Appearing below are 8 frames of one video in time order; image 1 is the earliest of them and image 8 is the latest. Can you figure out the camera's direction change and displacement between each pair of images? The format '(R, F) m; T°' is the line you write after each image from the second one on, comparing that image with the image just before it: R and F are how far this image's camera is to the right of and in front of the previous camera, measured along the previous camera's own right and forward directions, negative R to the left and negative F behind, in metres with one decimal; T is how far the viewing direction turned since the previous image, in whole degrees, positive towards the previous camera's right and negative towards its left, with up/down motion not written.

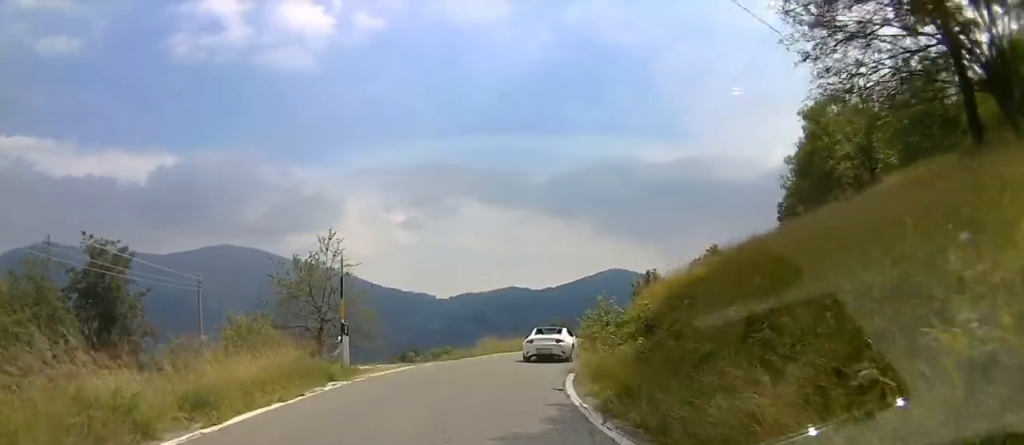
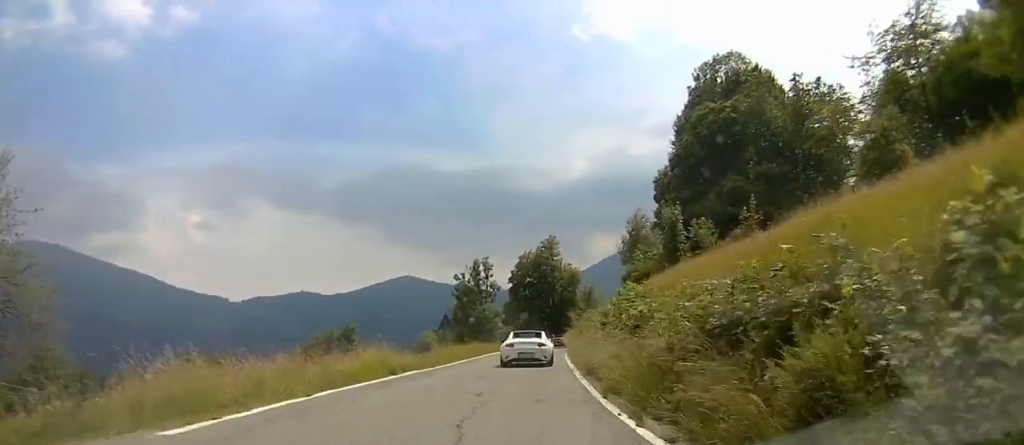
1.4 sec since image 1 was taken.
(+3.4, +18.4) m; +19°
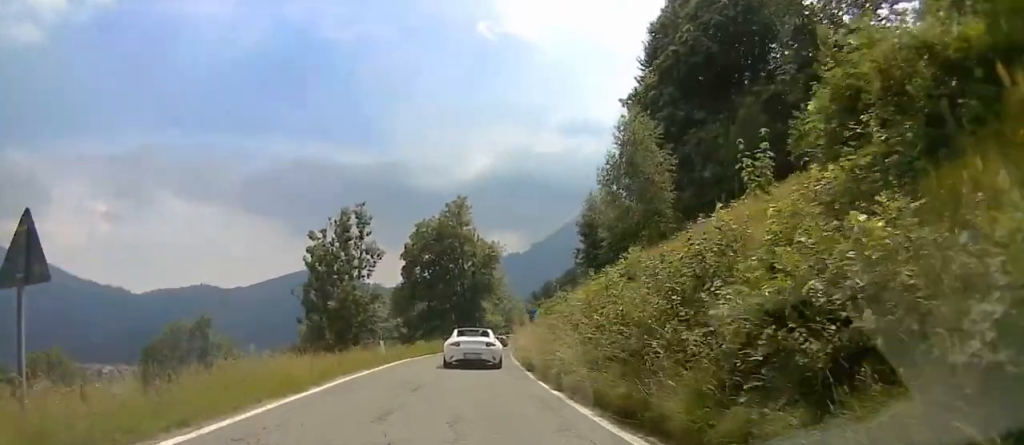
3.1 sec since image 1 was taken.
(+2.3, +24.1) m; +5°
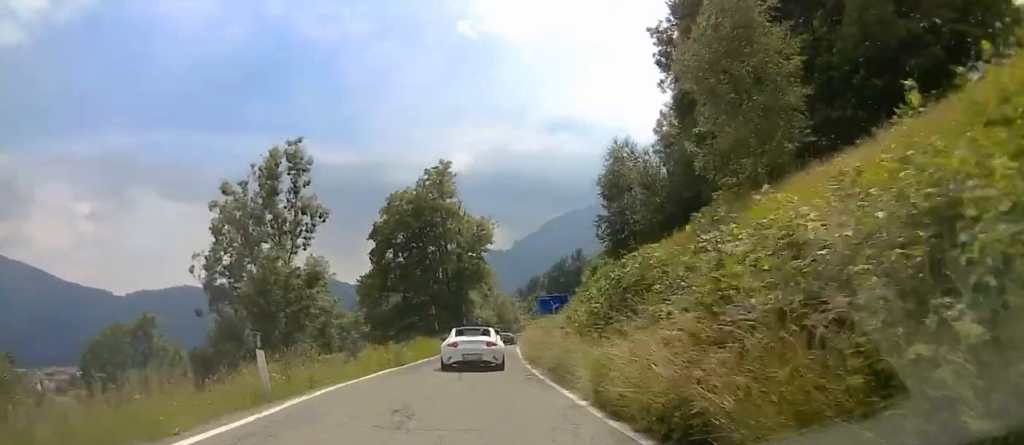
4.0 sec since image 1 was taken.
(0.0, +13.2) m; 0°
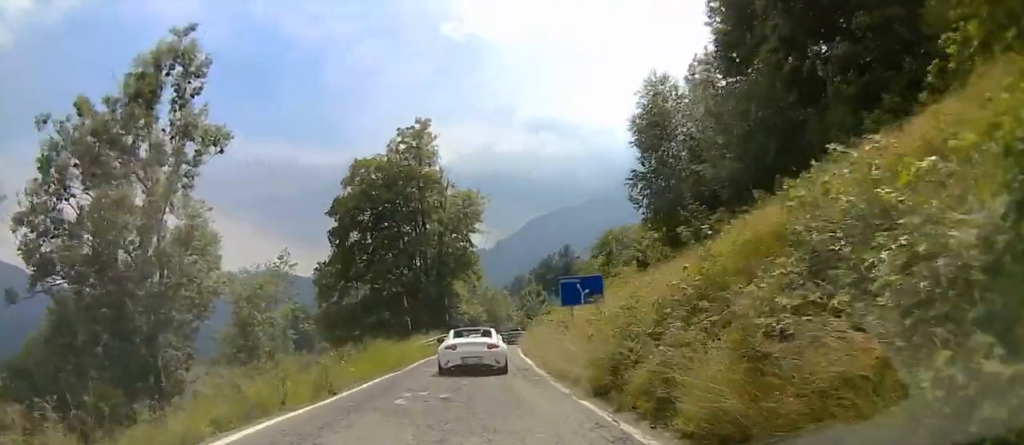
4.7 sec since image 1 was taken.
(0.0, +10.6) m; 0°
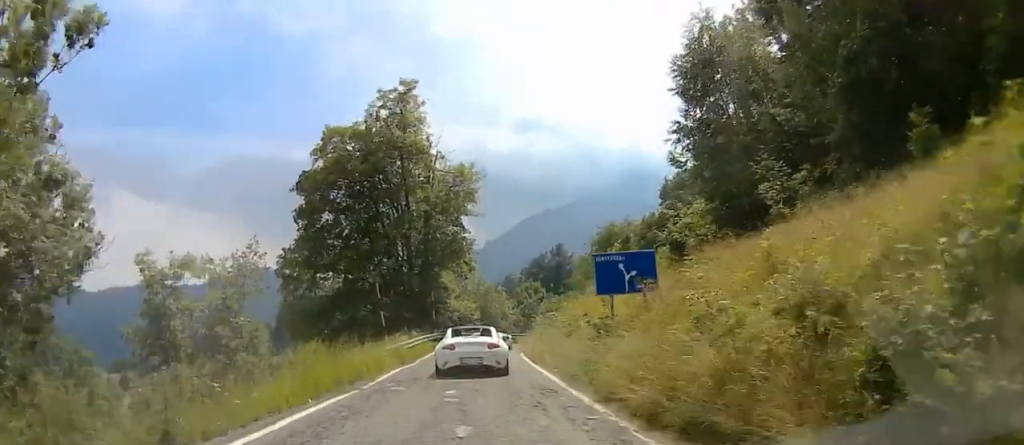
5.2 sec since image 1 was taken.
(0.0, +6.7) m; +2°
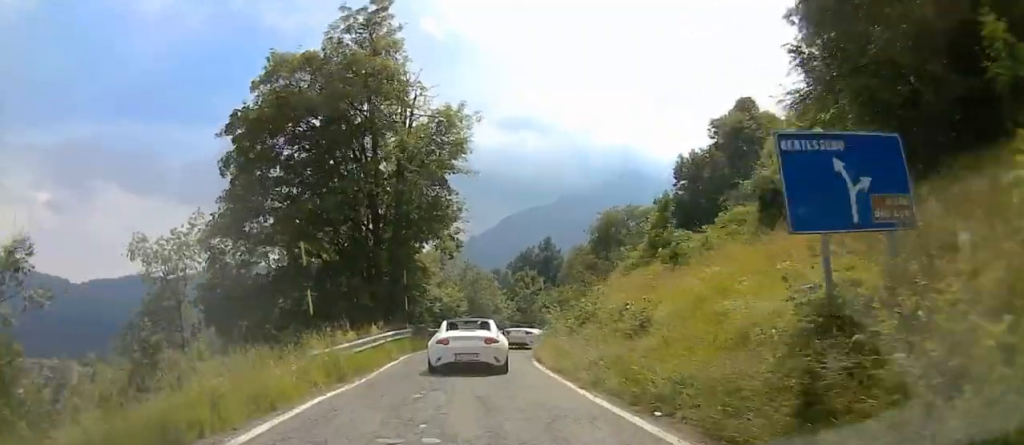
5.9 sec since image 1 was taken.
(-0.3, +9.9) m; +6°
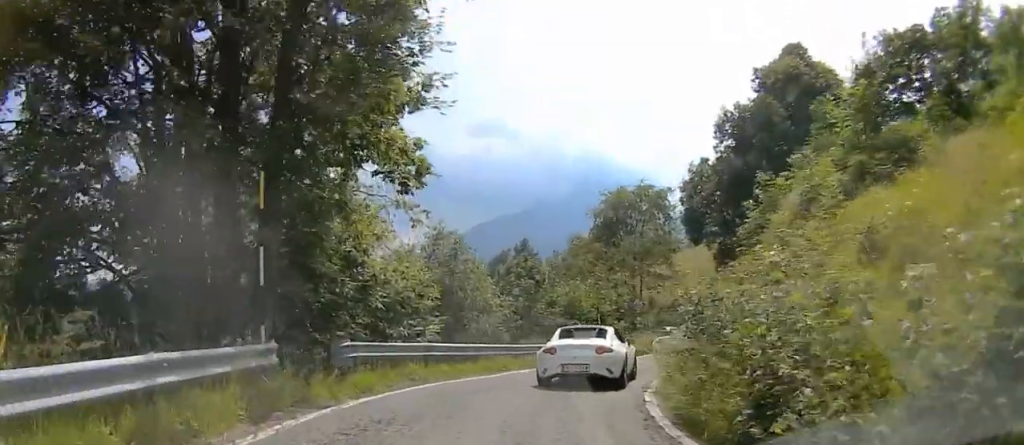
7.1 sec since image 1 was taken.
(+2.7, +16.3) m; +12°
